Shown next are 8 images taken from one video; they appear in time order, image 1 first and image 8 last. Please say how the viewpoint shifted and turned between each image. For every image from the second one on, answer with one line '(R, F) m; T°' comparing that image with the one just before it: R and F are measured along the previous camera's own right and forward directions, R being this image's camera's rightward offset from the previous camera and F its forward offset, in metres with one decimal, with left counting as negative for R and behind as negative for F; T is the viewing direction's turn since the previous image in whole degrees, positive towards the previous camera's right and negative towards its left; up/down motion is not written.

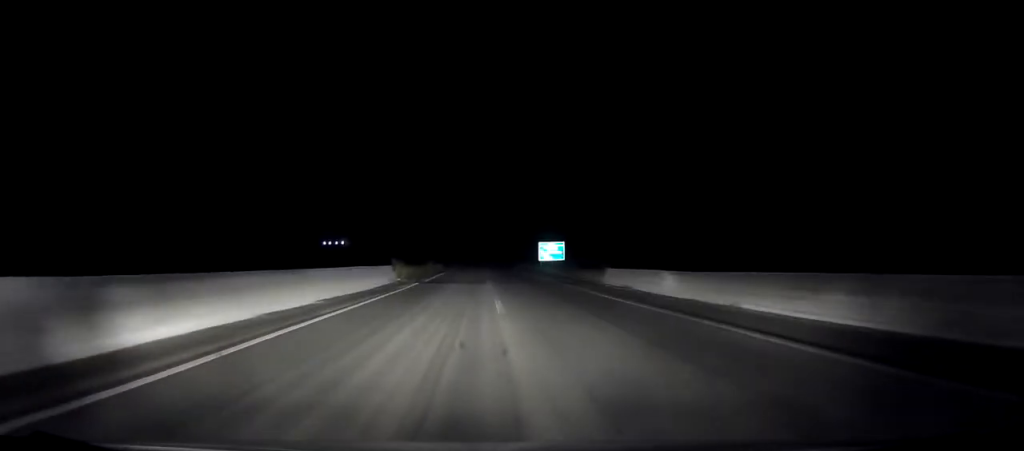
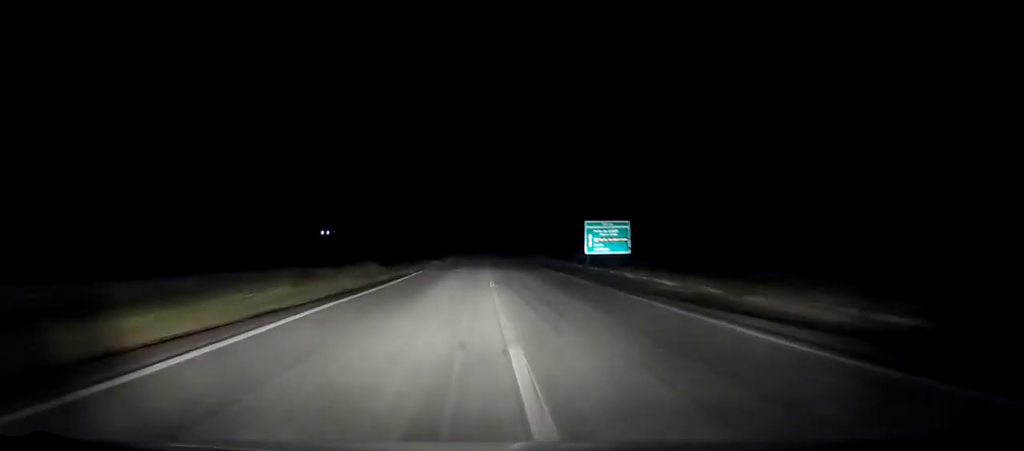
(+0.1, +42.1) m; 0°
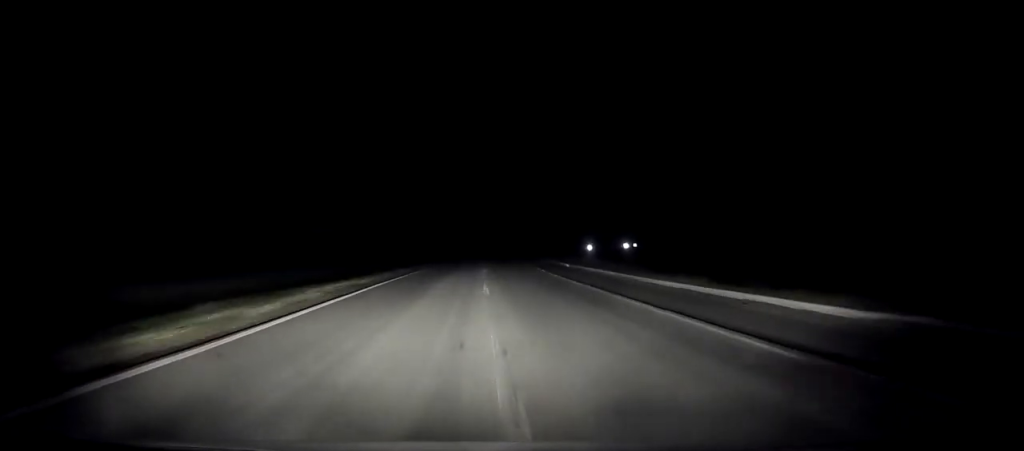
(+0.2, +65.3) m; +1°
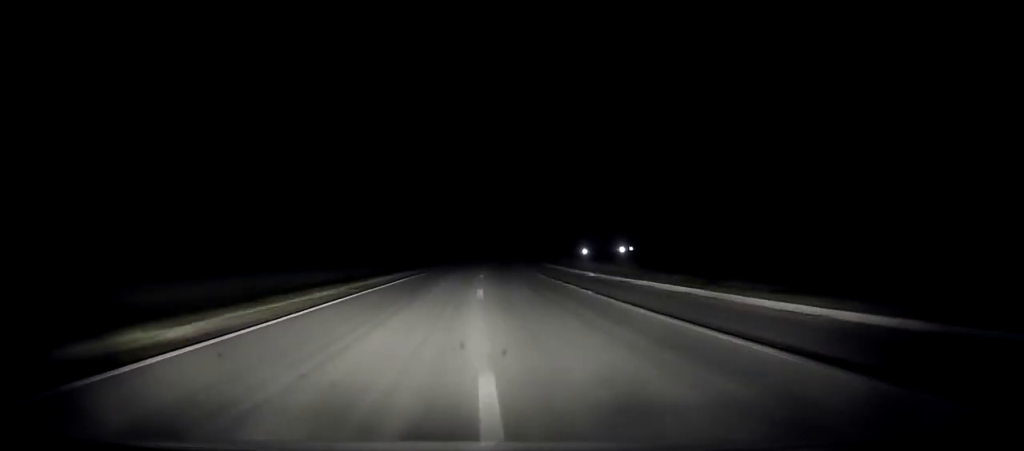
(0.0, +15.7) m; +1°
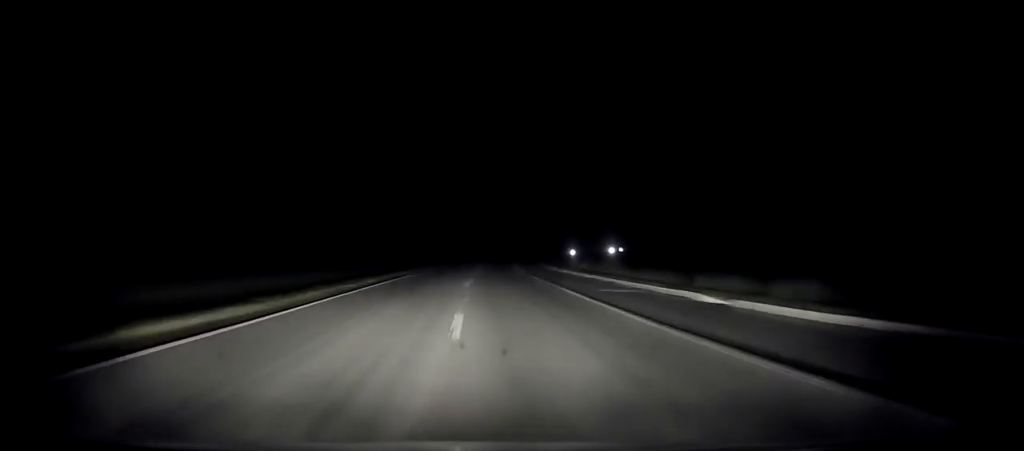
(+0.2, +24.5) m; +1°
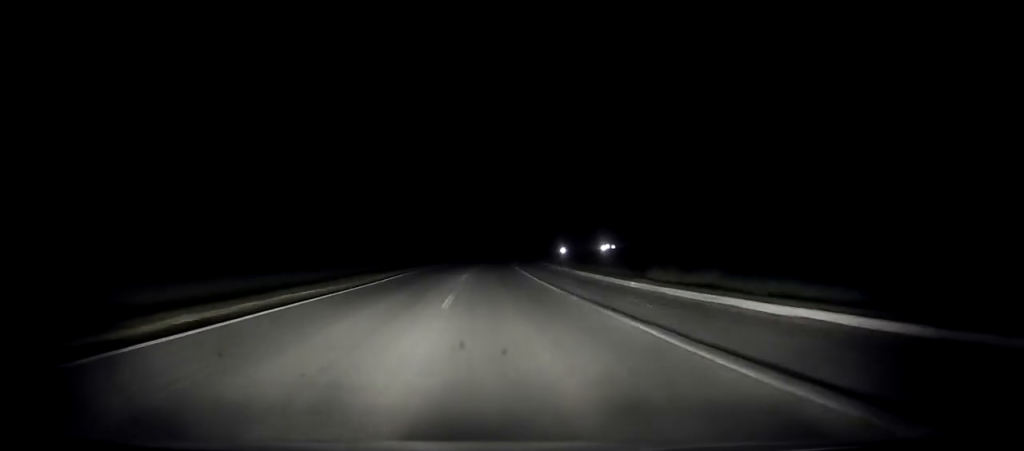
(+0.3, +26.6) m; +1°
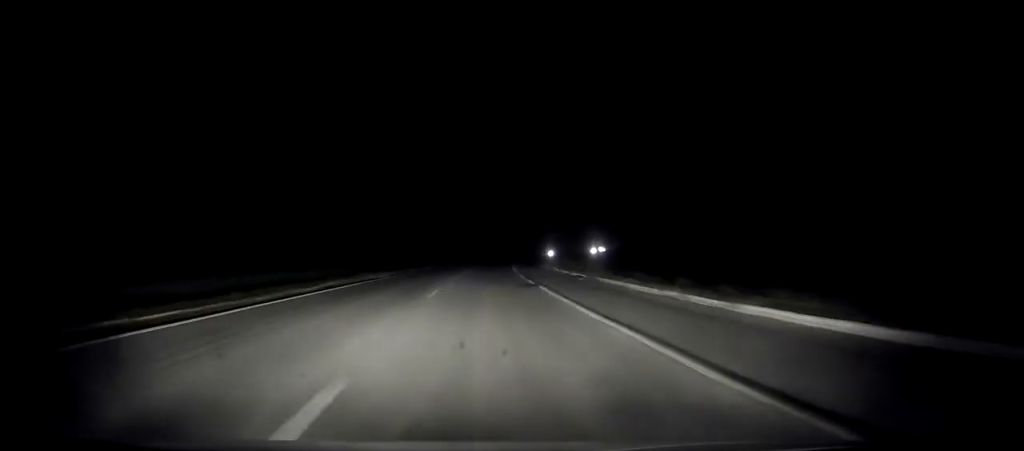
(0.0, +29.9) m; +1°
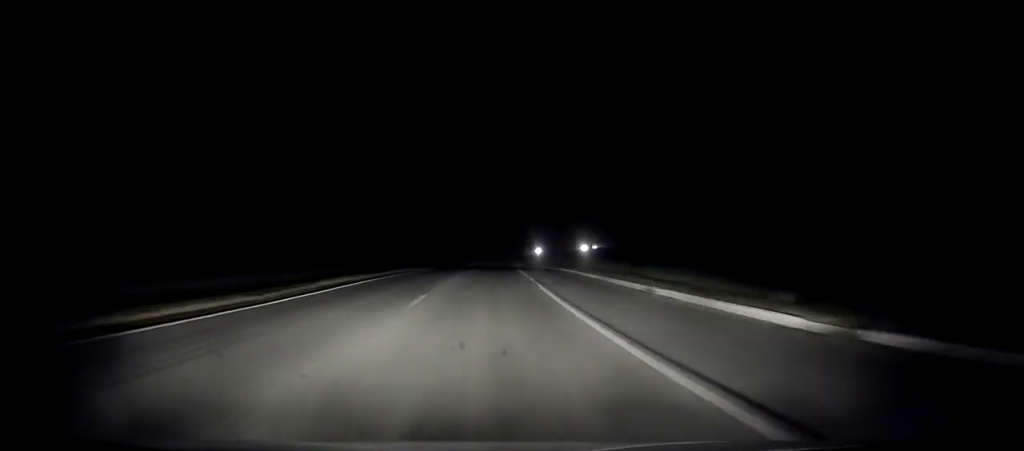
(+0.5, +35.5) m; +2°
